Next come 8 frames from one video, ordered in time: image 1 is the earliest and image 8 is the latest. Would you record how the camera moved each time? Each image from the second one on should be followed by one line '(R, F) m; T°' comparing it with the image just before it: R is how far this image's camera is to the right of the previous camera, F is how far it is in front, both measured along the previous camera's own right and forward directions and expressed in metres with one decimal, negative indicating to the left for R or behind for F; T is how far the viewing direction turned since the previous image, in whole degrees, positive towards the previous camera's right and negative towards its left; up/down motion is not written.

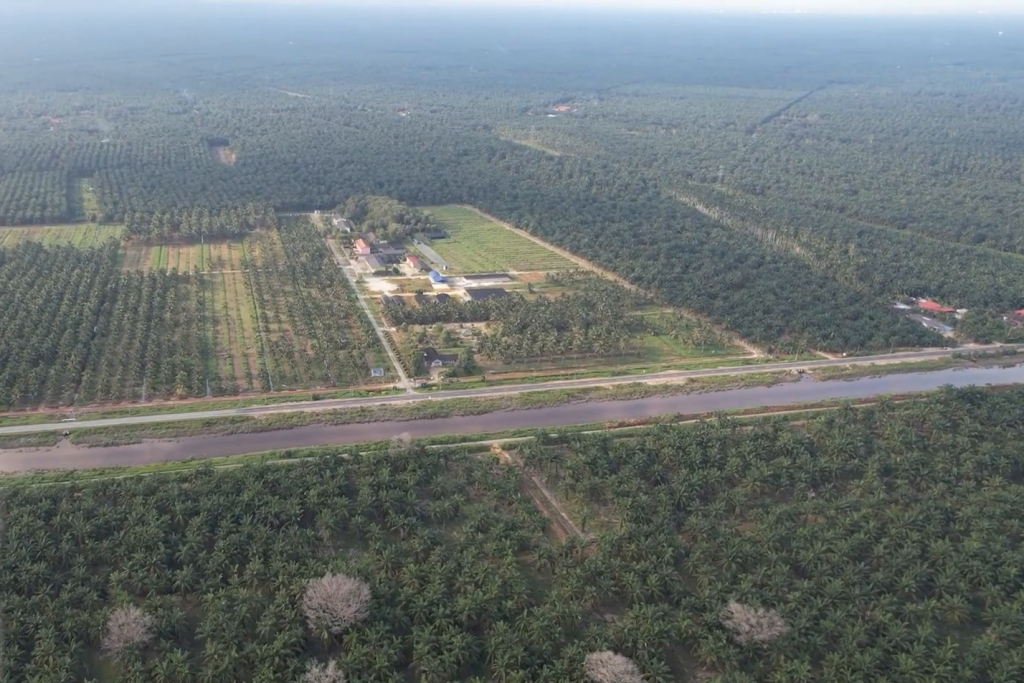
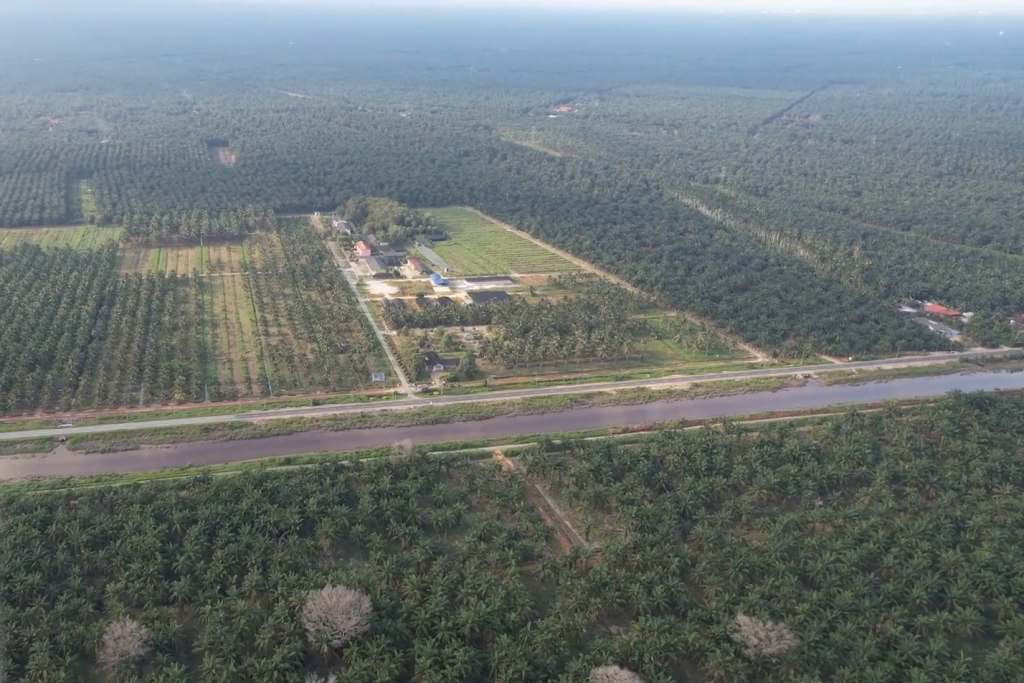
(0.0, +6.6) m; 0°
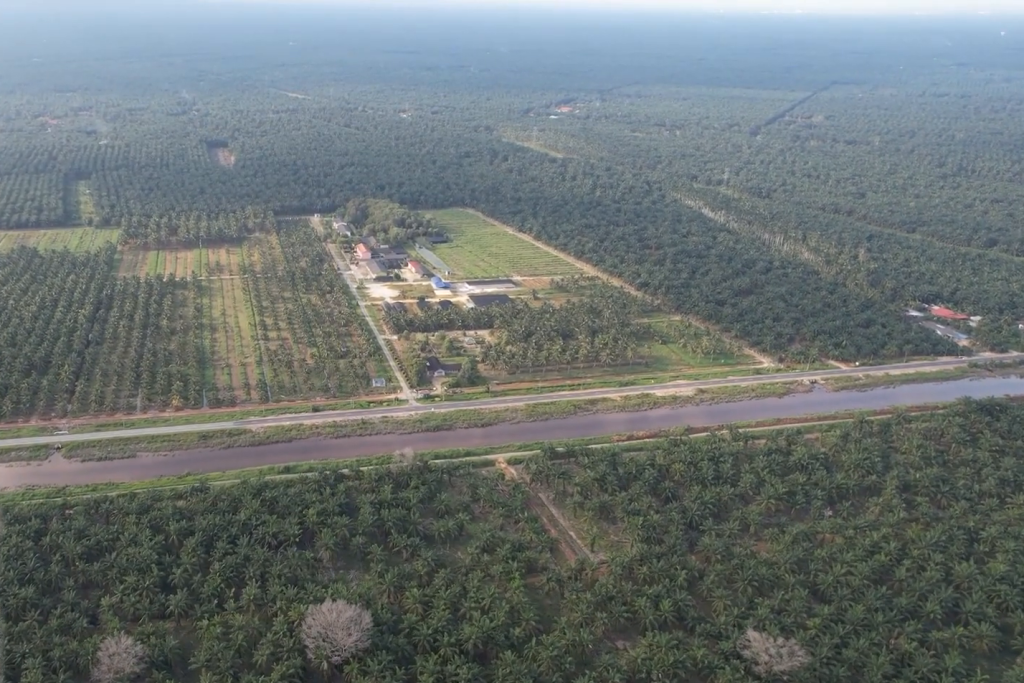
(0.0, +8.4) m; 0°
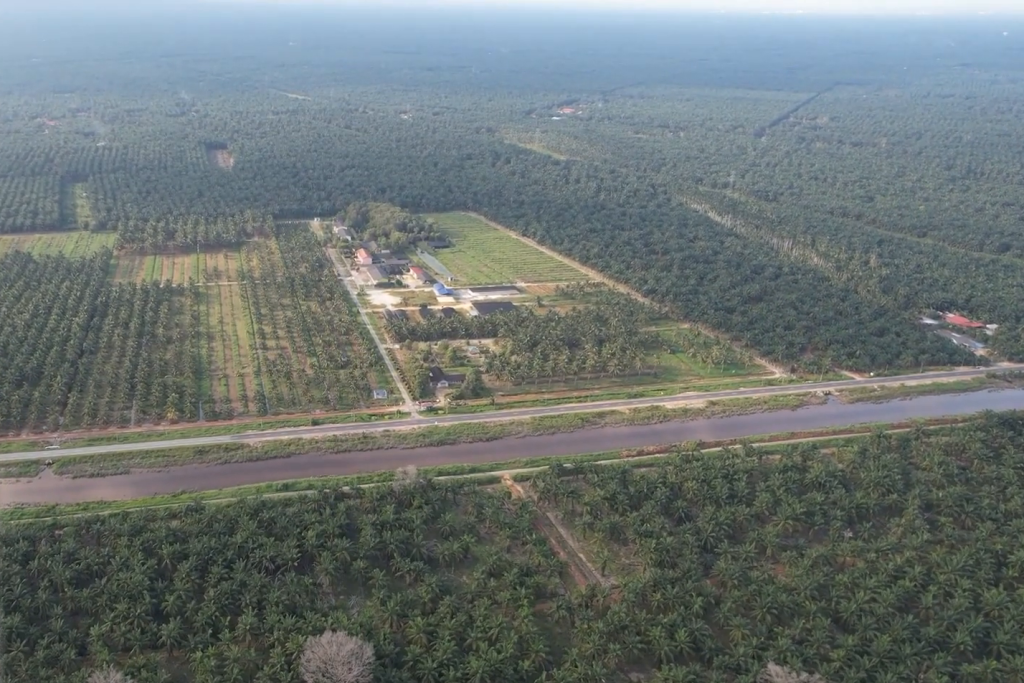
(0.0, +16.2) m; 0°
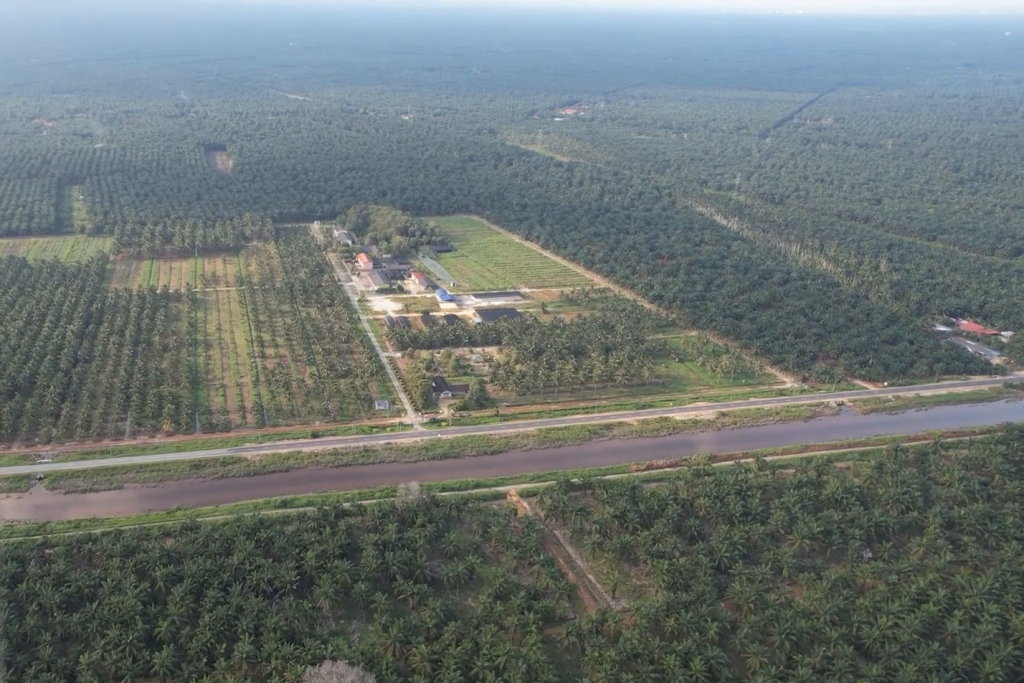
(0.0, +14.4) m; 0°
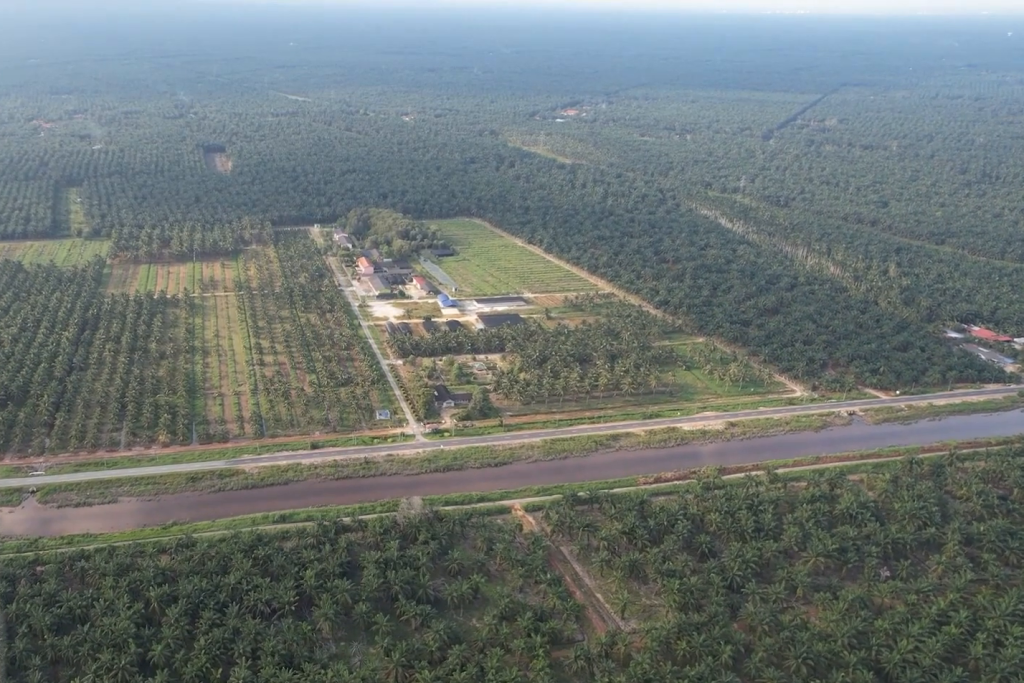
(0.0, +11.9) m; 0°
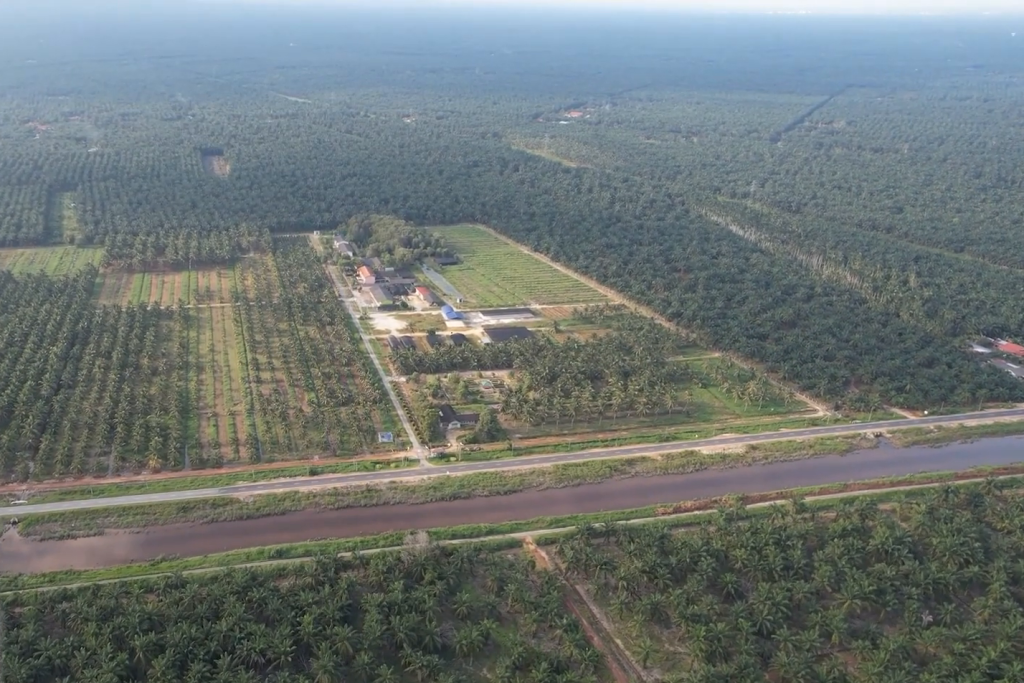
(0.0, +26.2) m; 0°
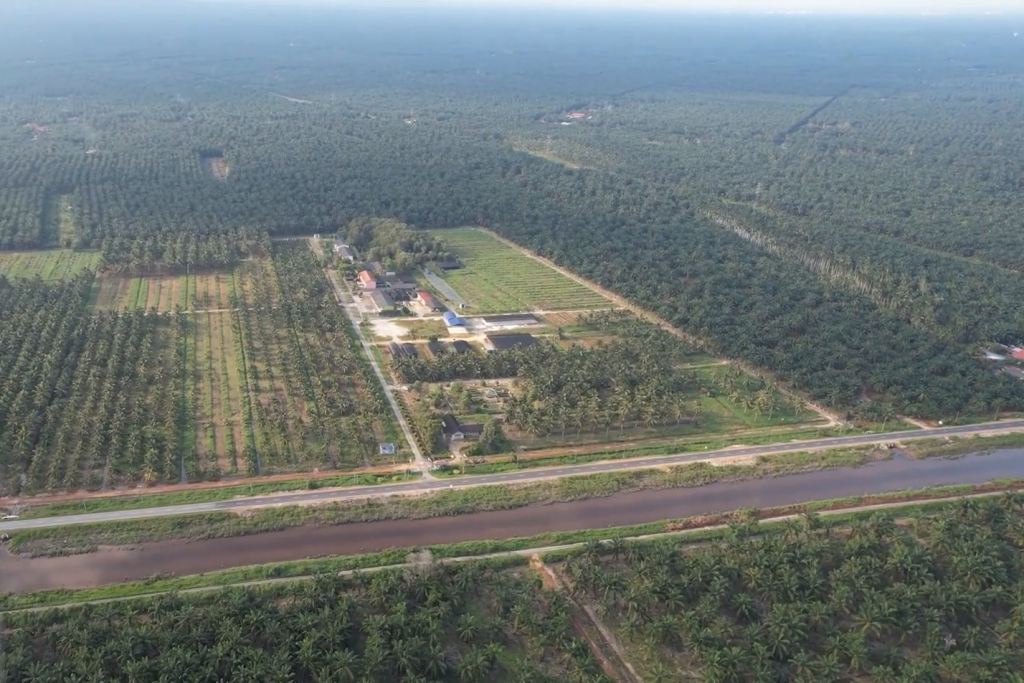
(0.0, +12.5) m; 0°
